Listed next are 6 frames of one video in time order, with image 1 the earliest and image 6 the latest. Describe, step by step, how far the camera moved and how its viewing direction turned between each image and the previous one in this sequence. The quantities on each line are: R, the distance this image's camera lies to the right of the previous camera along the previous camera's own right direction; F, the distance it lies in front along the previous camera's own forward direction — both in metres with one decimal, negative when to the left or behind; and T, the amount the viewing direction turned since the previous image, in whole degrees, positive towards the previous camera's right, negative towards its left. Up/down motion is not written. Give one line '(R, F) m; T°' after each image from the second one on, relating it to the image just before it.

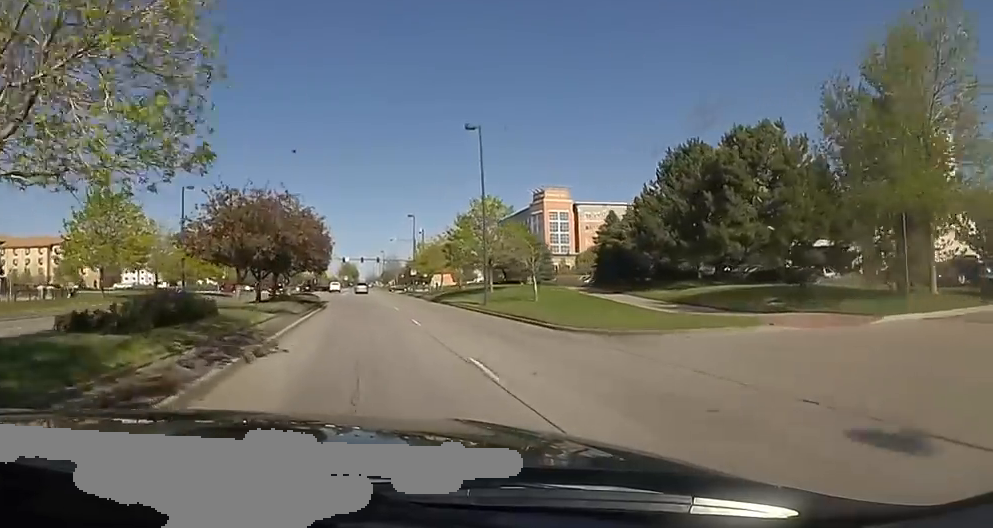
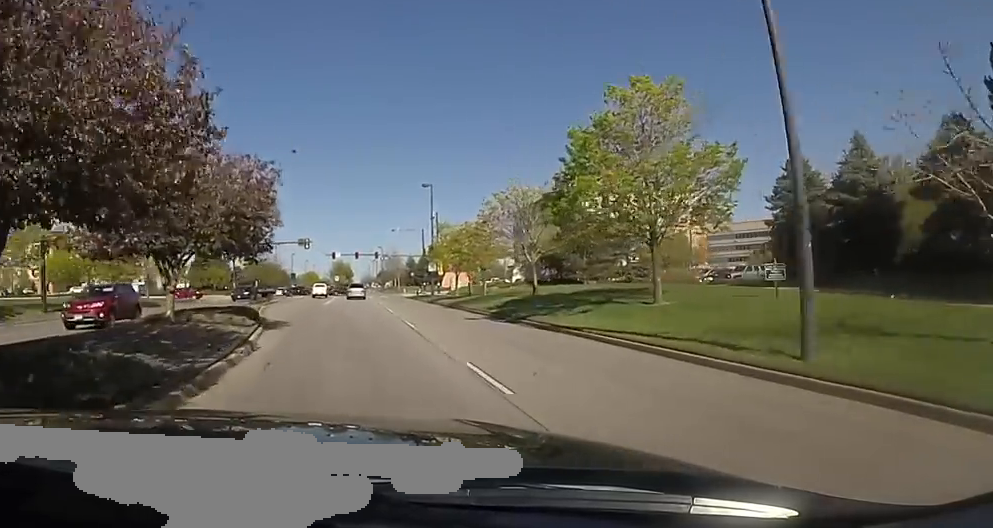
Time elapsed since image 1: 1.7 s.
(0.0, +26.5) m; 0°
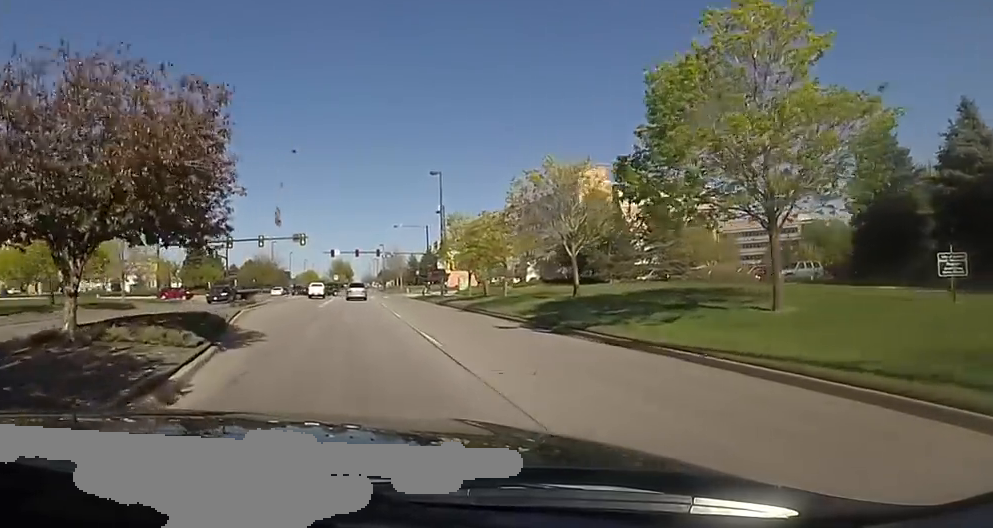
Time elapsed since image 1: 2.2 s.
(0.0, +6.0) m; 0°
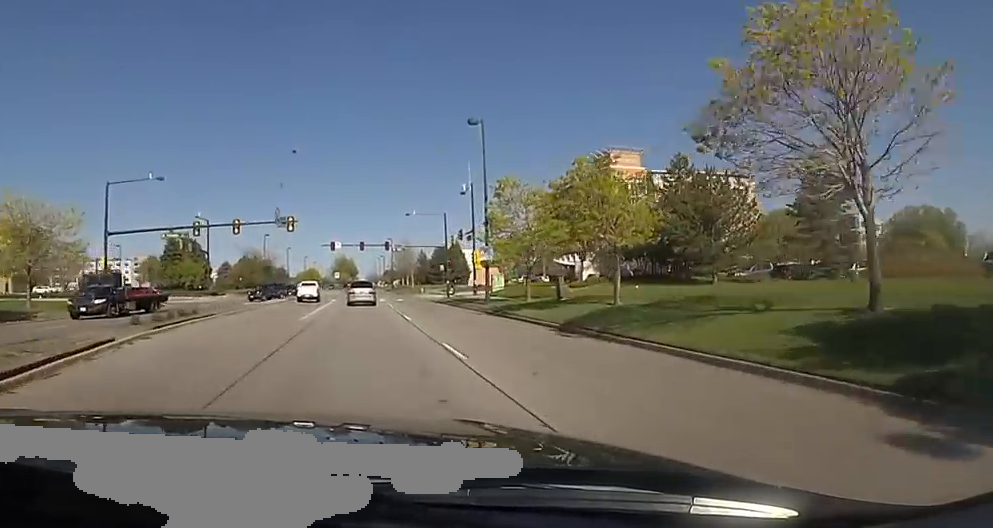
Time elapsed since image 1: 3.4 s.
(0.0, +15.8) m; 0°
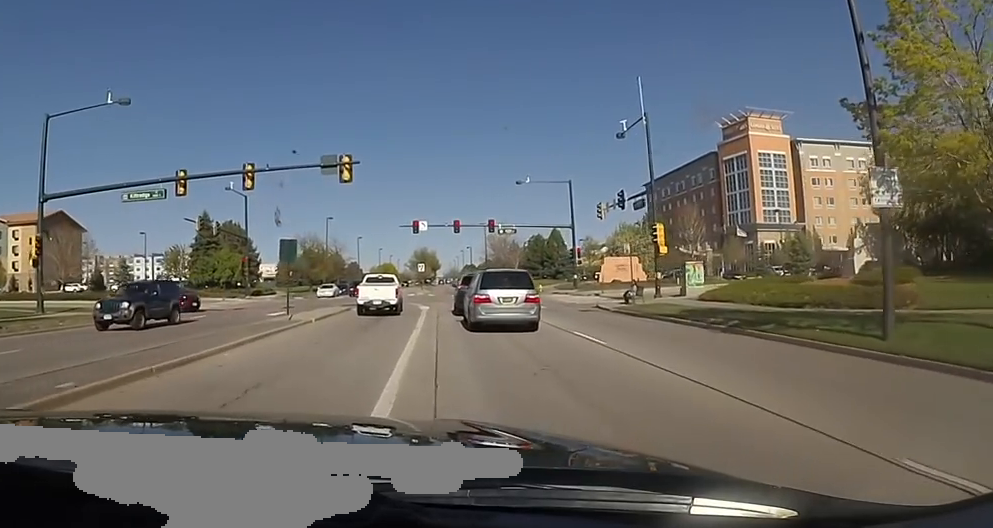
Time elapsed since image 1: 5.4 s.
(-2.2, +21.8) m; -10°
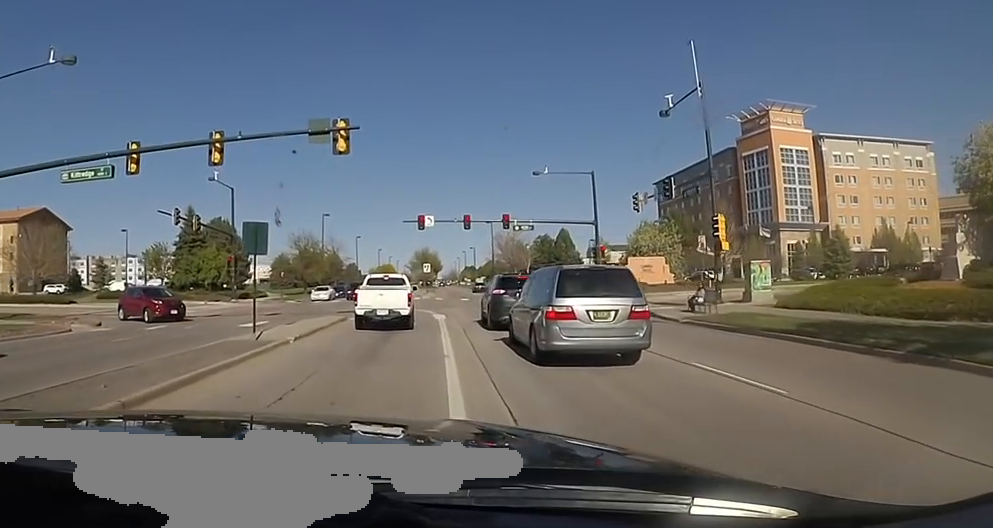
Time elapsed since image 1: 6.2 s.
(+0.2, +5.7) m; +4°
